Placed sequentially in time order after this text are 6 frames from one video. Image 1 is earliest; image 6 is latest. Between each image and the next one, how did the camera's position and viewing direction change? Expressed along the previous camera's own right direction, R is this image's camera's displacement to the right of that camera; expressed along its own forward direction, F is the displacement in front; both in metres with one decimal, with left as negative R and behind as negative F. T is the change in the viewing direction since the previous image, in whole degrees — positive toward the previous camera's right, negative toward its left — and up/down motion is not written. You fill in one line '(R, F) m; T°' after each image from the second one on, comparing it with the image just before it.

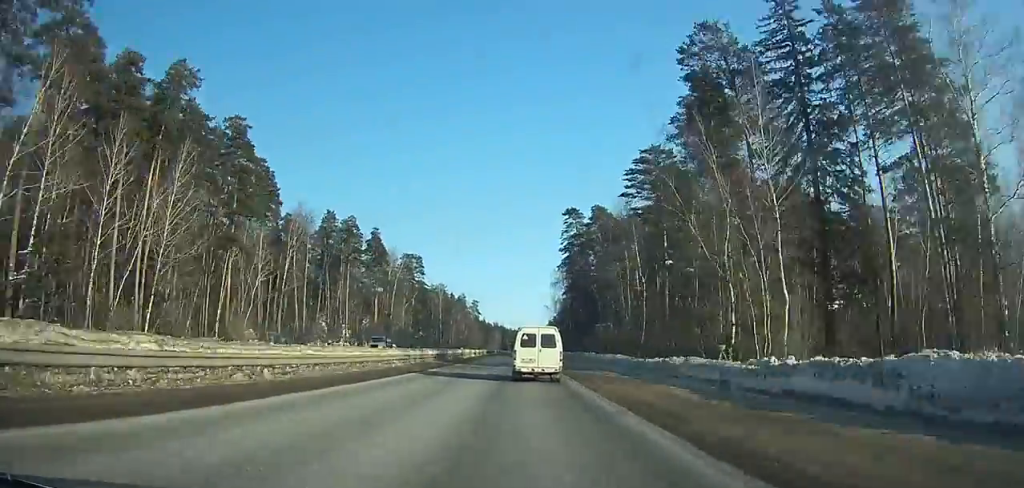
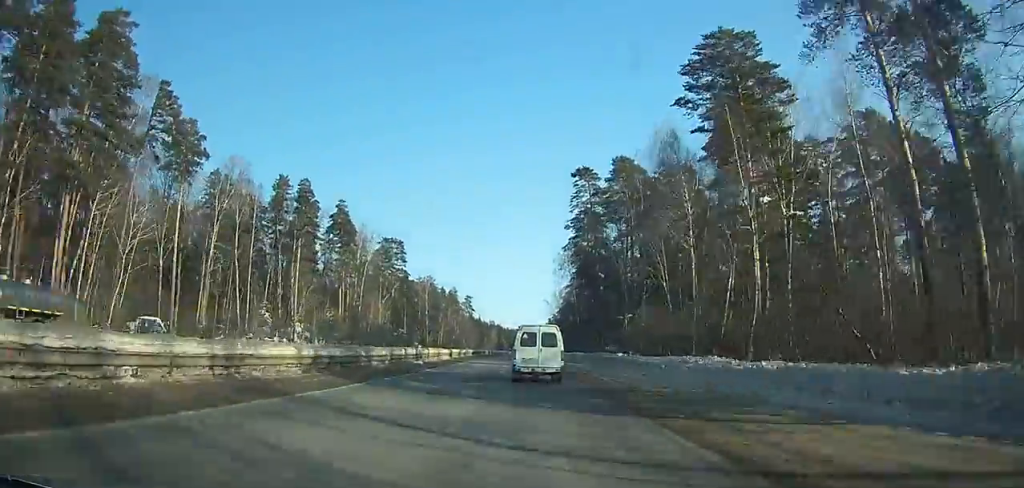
(-3.3, +30.0) m; -2°
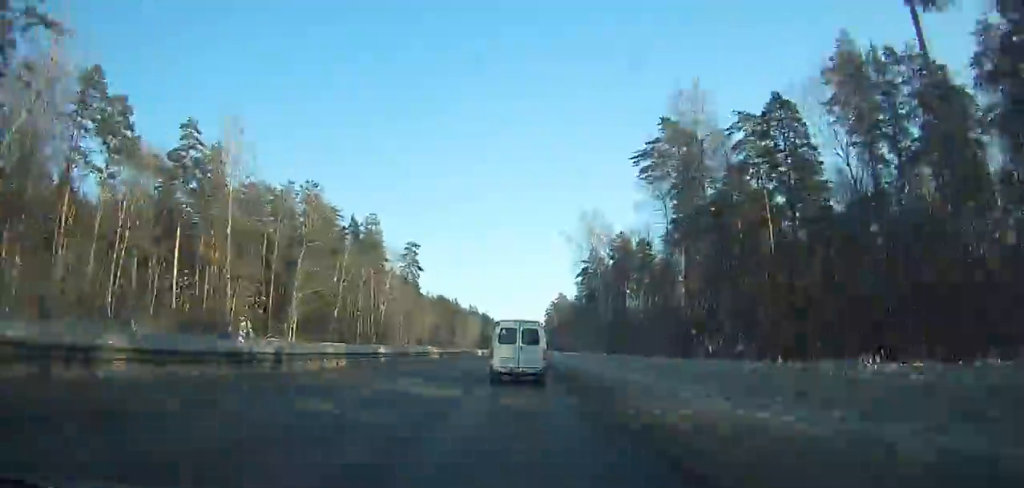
(+11.0, +144.9) m; +5°
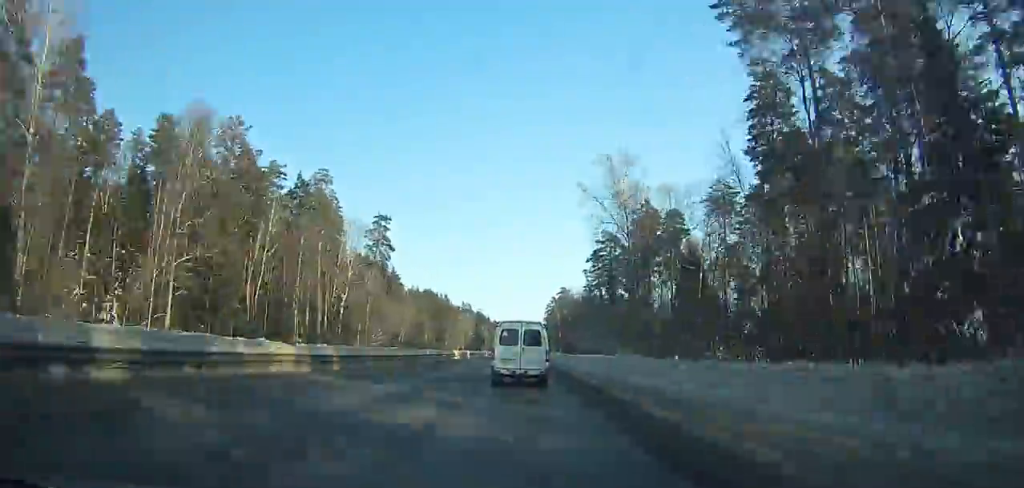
(+0.3, +34.3) m; +1°
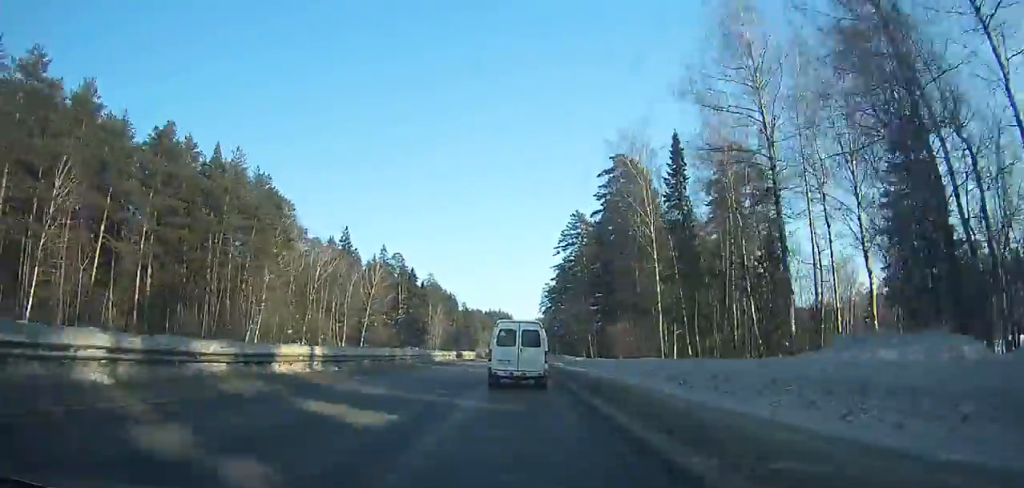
(+2.0, +182.4) m; +1°
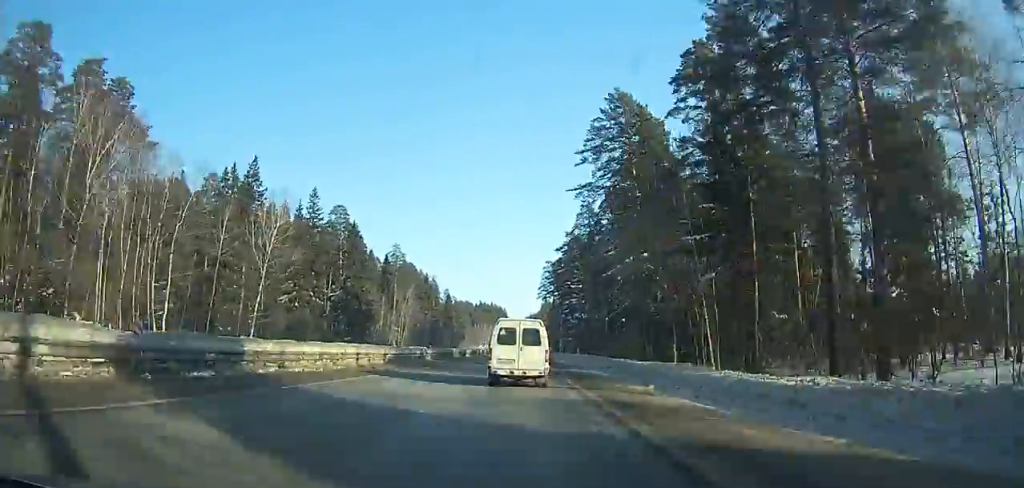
(+0.4, +59.4) m; +1°
